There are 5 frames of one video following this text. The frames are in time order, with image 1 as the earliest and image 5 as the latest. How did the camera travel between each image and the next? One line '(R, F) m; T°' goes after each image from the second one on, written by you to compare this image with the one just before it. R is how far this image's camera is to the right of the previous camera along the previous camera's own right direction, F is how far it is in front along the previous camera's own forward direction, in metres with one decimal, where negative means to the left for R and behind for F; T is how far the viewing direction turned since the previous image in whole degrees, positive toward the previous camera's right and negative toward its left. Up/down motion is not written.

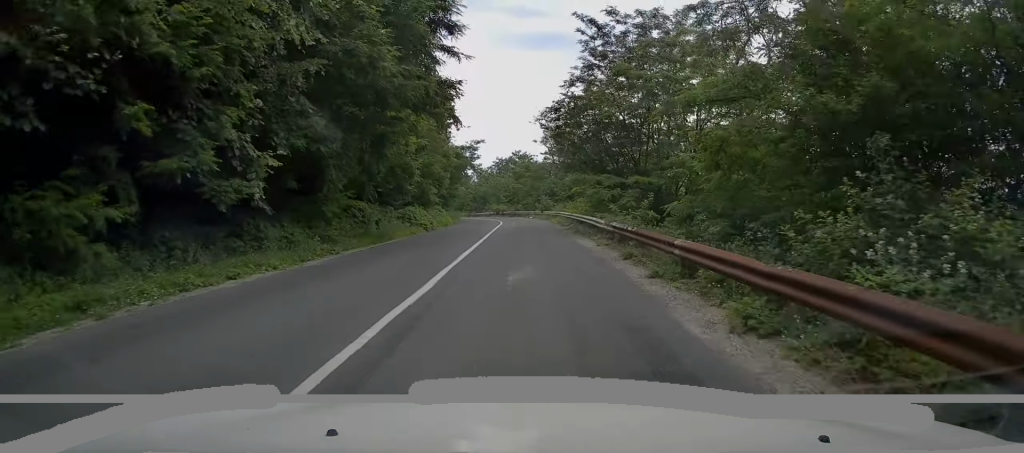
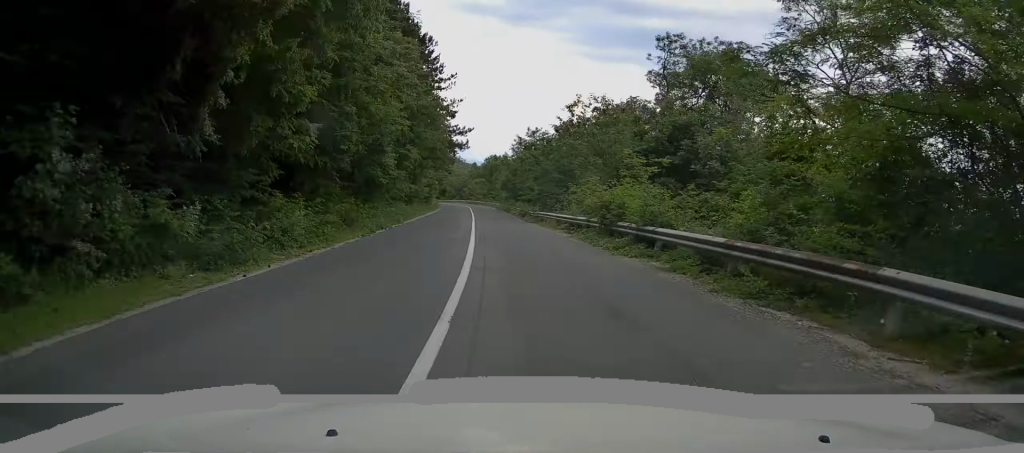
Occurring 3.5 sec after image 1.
(-3.8, +67.8) m; -9°
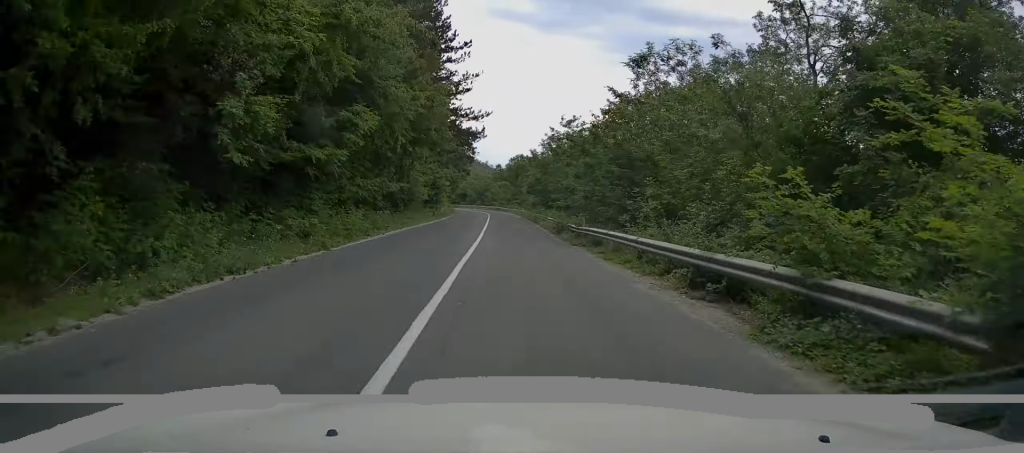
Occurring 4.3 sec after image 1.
(-0.3, +14.1) m; -2°
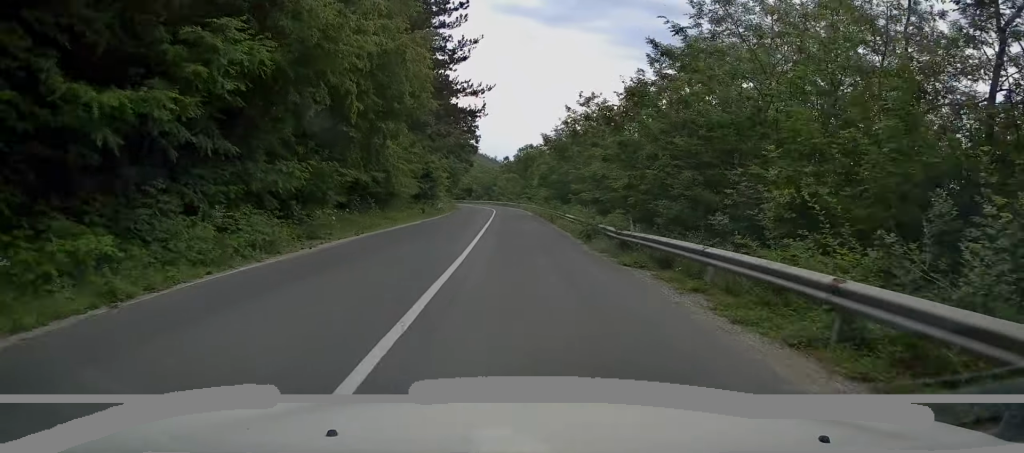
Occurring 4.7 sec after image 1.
(-0.1, +8.4) m; 0°
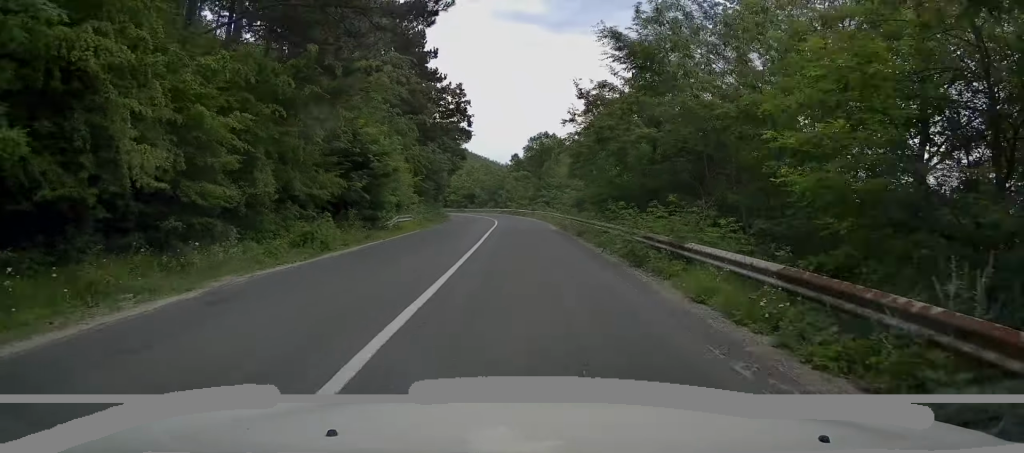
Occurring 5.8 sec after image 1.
(-0.1, +21.5) m; -1°
